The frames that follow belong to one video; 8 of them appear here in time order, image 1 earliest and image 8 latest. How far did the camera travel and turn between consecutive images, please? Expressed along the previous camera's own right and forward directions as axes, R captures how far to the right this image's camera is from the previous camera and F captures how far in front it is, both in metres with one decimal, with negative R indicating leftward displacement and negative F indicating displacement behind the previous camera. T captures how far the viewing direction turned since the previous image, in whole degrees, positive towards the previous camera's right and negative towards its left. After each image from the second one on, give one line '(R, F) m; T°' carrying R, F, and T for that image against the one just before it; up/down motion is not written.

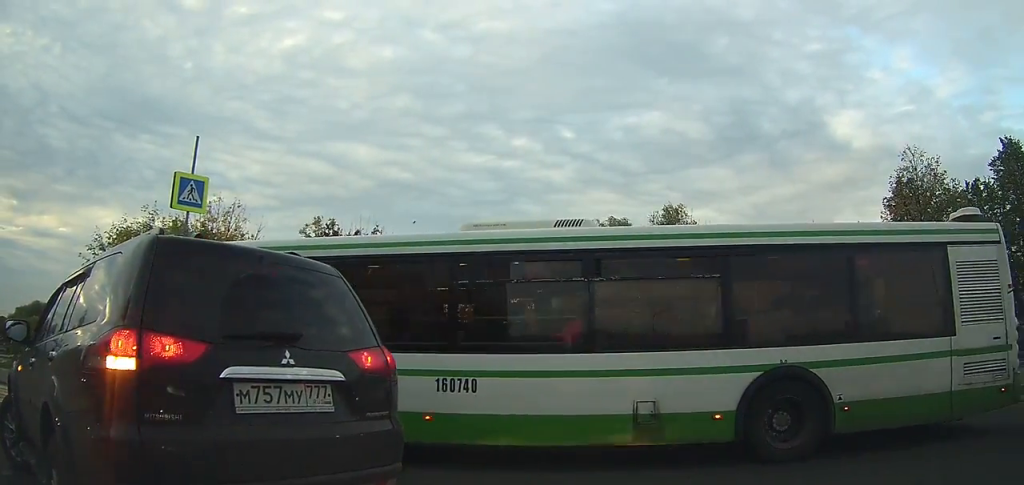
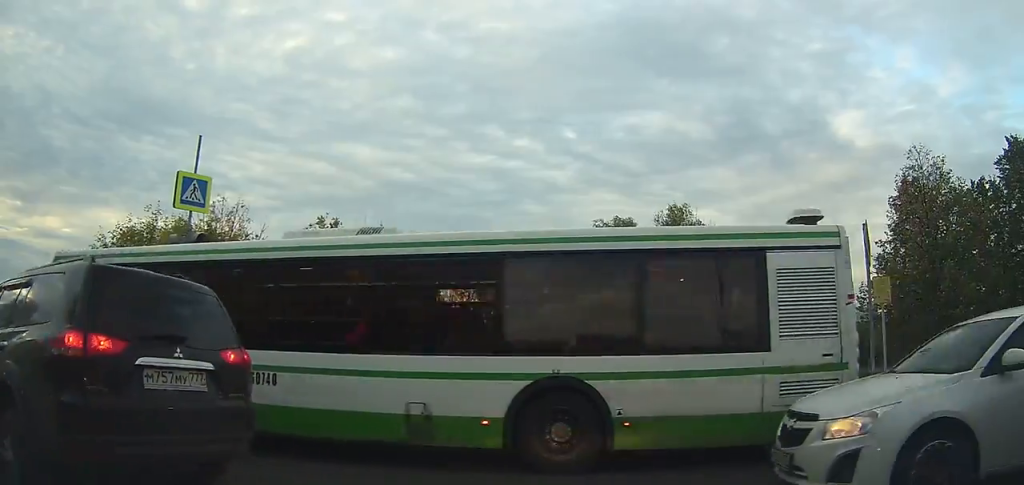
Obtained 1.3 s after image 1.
(0.0, +2.8) m; -15°
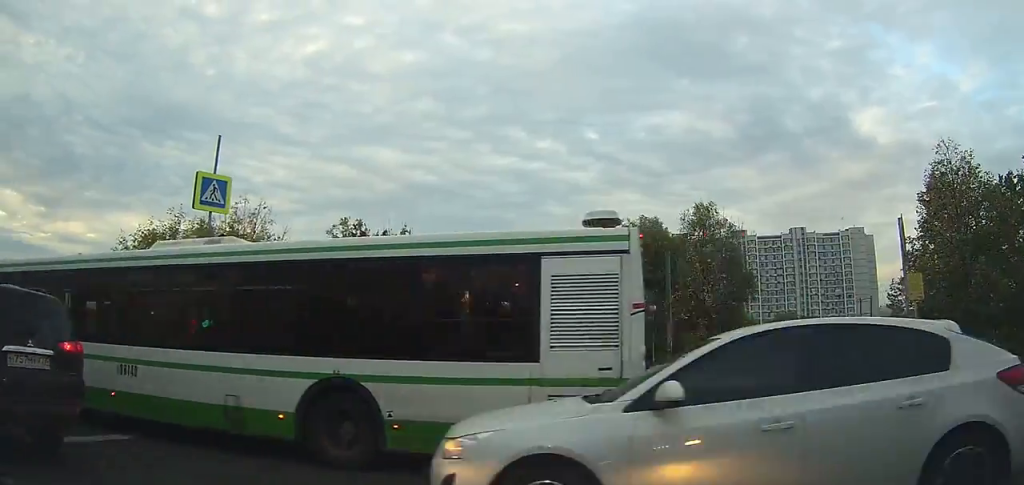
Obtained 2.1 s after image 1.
(-0.4, +2.0) m; -19°
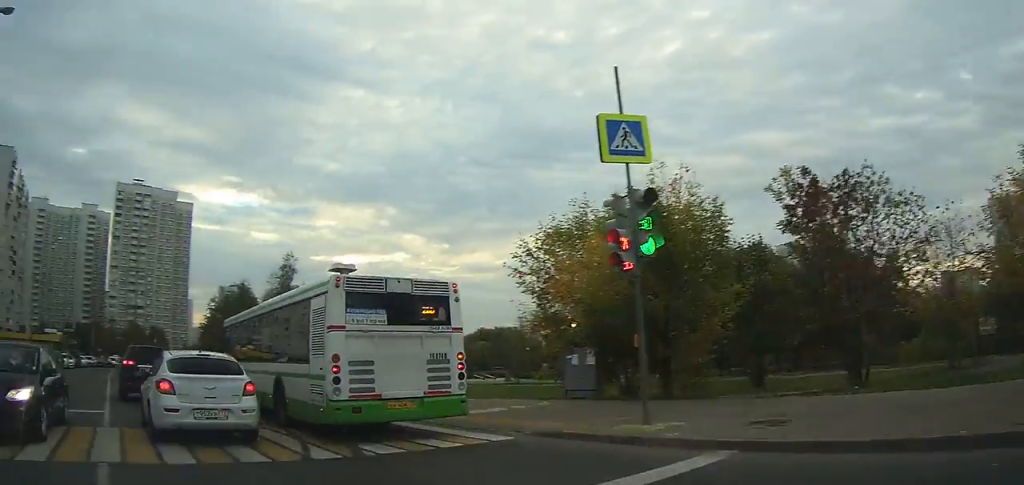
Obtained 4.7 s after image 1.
(-3.4, +7.1) m; -40°
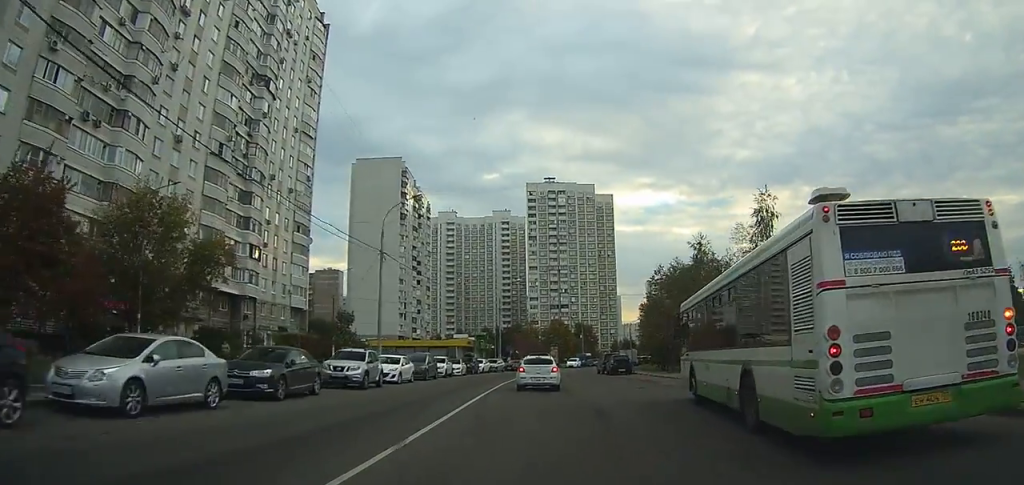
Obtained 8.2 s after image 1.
(-4.5, +21.7) m; -14°
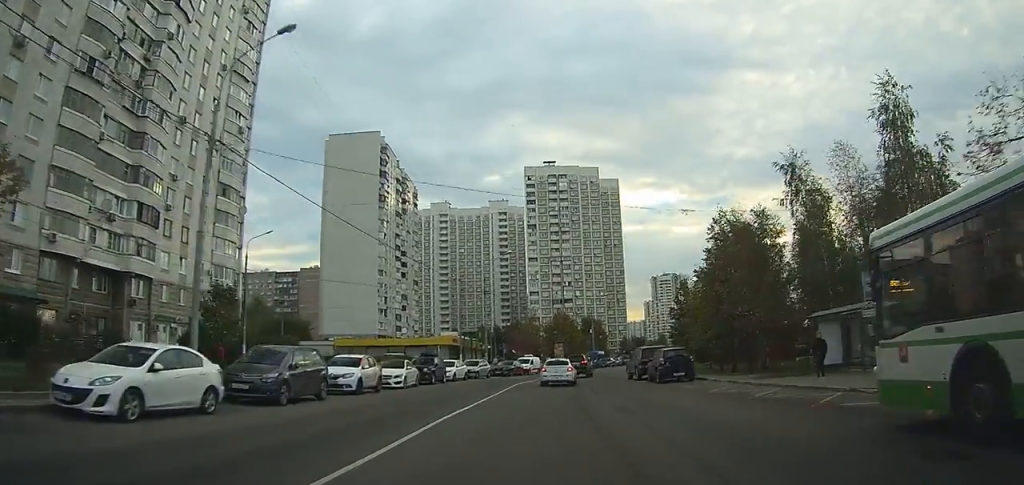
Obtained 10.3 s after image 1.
(0.0, +18.9) m; +1°
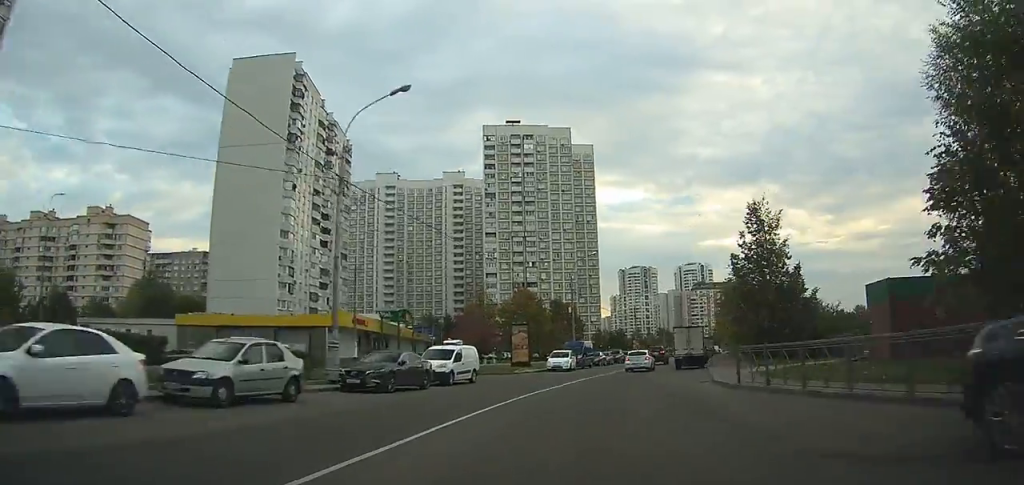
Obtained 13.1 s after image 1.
(+0.7, +33.7) m; +5°
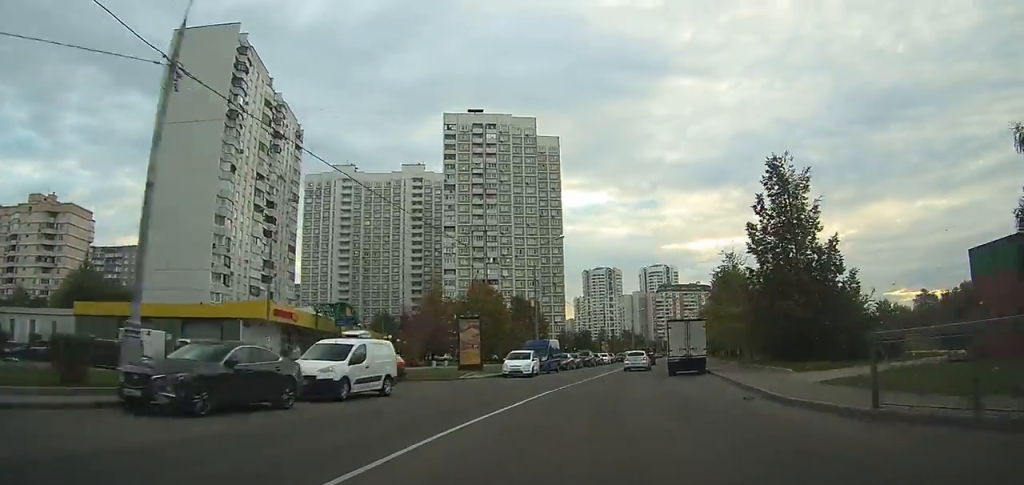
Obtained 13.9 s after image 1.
(+0.5, +10.4) m; +3°
